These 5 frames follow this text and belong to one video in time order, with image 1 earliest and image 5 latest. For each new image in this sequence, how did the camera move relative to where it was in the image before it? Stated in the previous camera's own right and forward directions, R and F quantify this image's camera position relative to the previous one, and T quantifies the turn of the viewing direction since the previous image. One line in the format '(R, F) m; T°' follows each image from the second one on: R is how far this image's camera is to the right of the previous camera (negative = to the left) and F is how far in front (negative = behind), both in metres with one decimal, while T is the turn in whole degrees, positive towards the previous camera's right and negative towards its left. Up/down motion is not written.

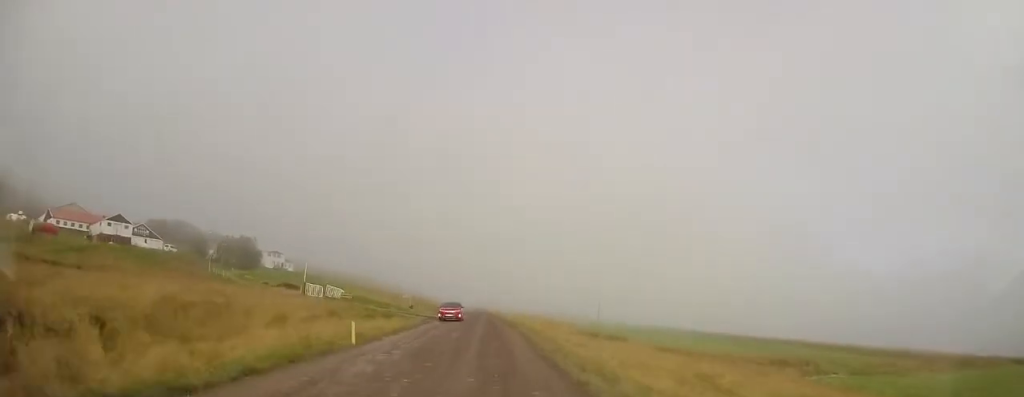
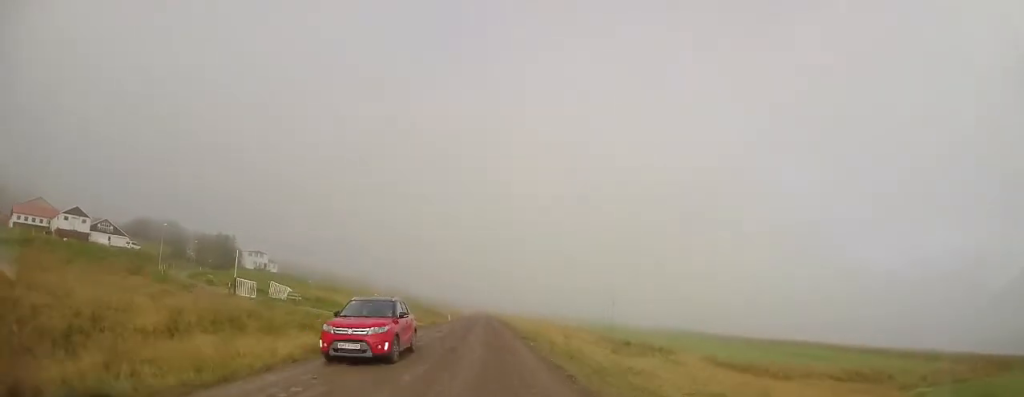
(+0.2, +12.6) m; +1°
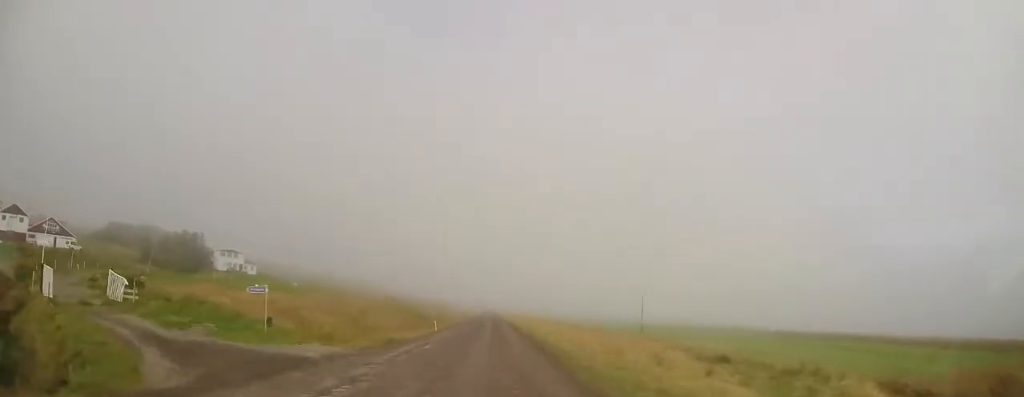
(-0.1, +17.5) m; -1°
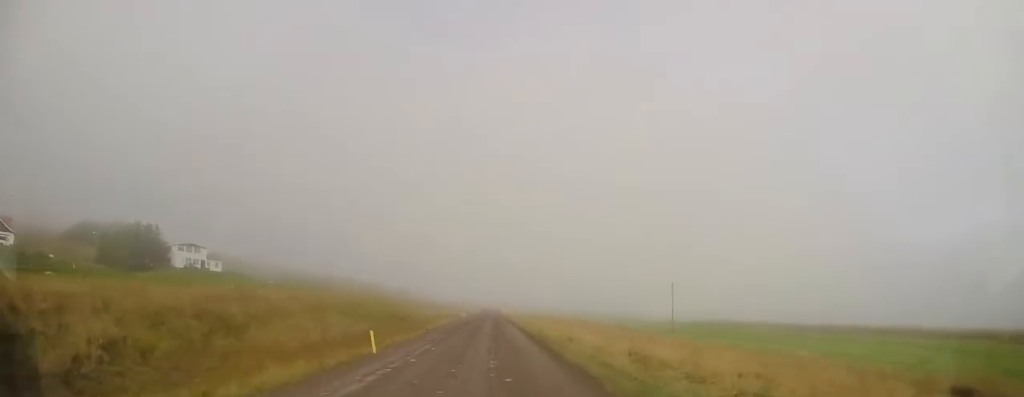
(-0.3, +17.3) m; -2°
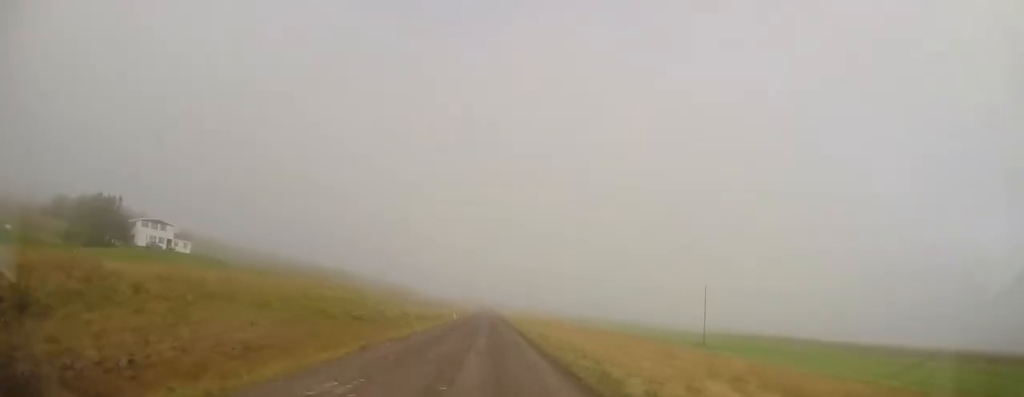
(-0.1, +13.7) m; 0°
